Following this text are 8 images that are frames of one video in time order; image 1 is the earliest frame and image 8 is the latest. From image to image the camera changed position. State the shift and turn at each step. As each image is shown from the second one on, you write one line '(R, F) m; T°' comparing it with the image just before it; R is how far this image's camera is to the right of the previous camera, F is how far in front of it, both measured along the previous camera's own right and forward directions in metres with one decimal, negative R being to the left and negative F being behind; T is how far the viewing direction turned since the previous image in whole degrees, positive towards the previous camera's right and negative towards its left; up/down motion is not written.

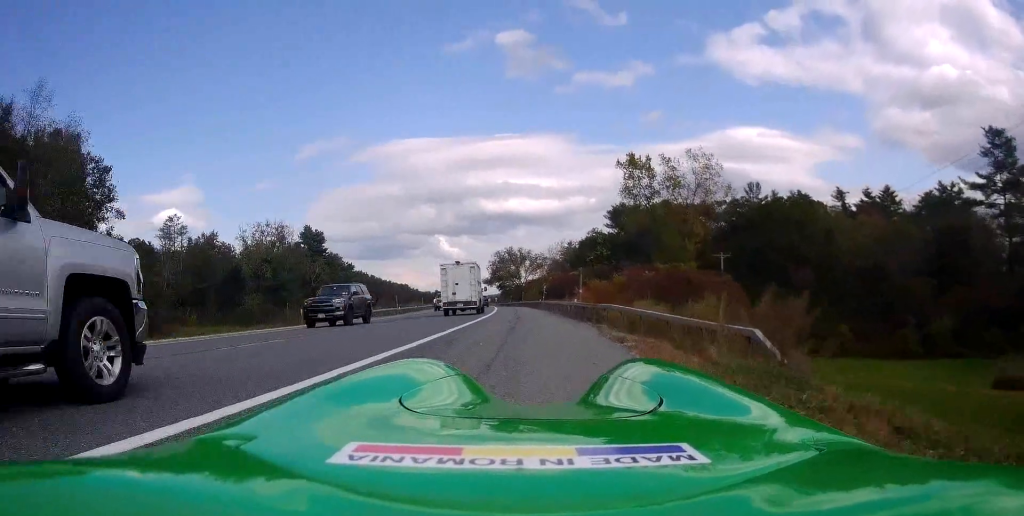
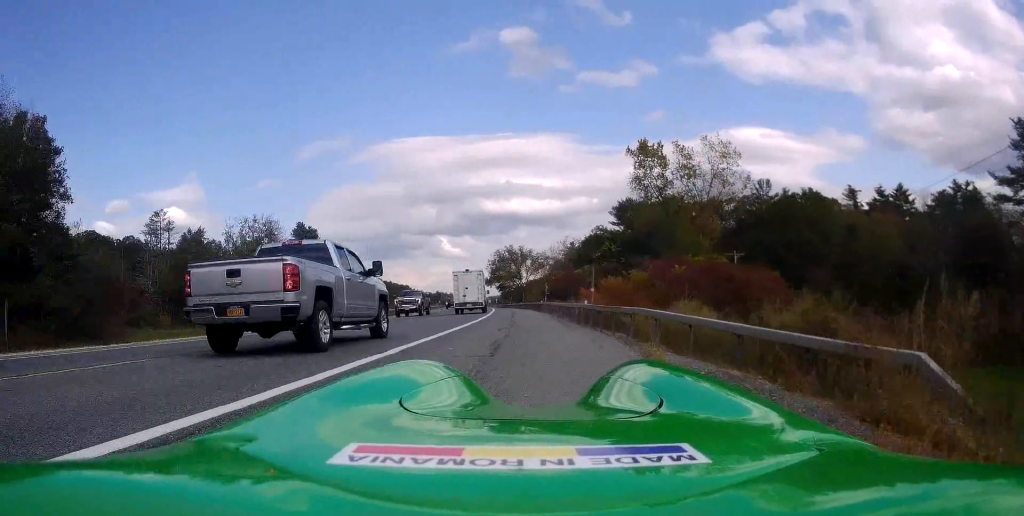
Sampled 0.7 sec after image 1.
(-0.4, +5.4) m; 0°
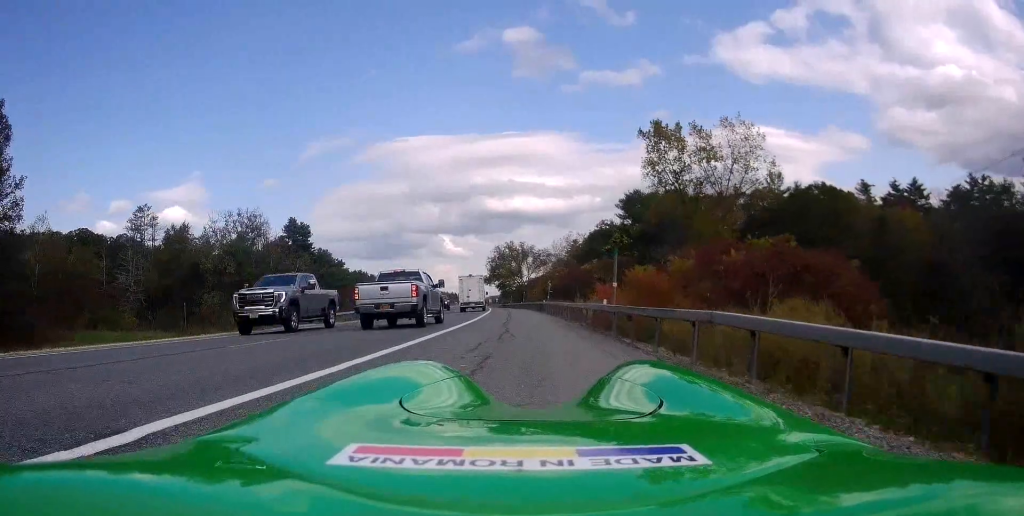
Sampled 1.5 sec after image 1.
(+0.2, +5.8) m; 0°
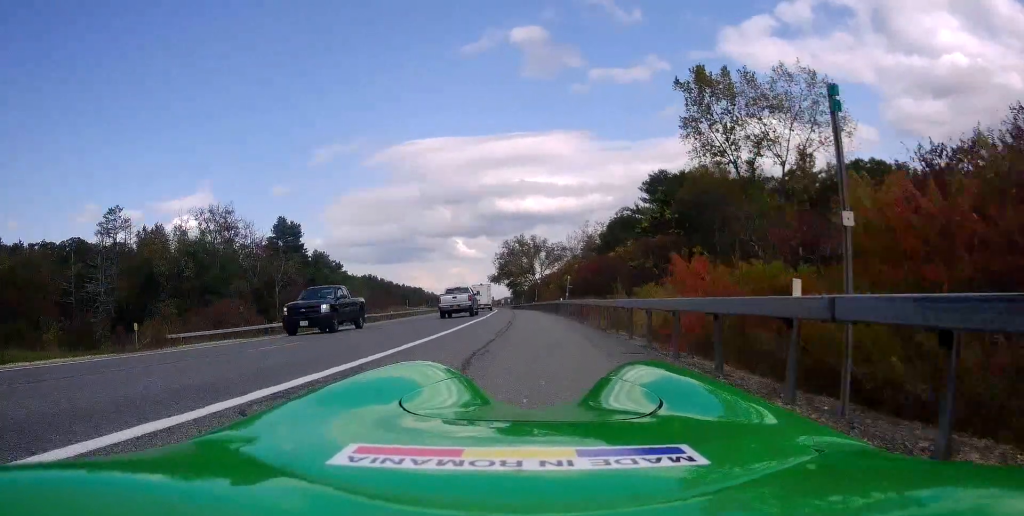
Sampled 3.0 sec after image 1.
(-0.4, +11.7) m; 0°
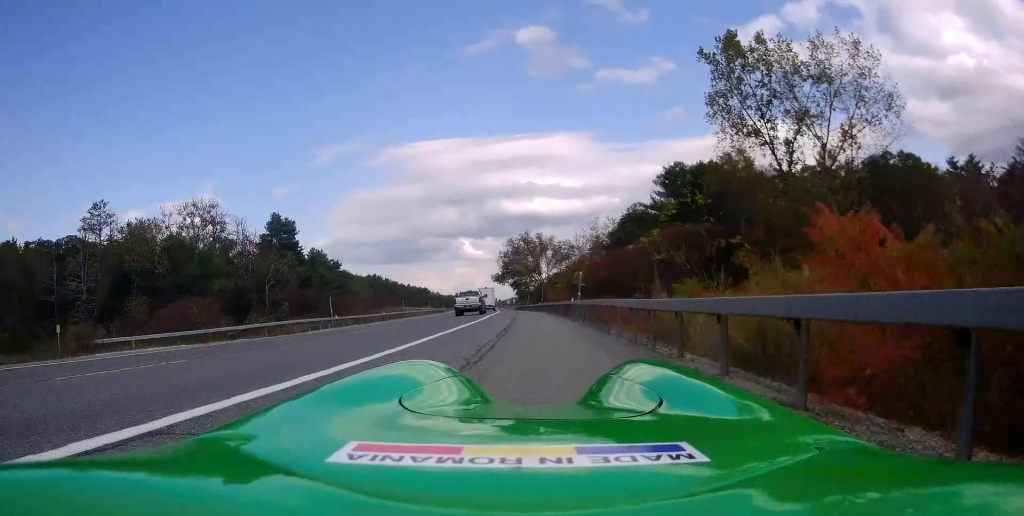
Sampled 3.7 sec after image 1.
(+0.5, +5.9) m; +2°
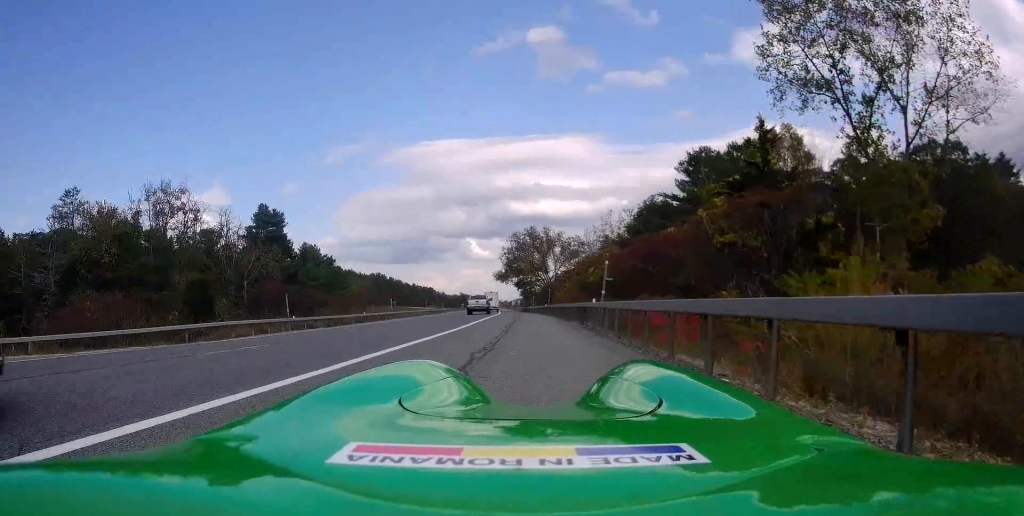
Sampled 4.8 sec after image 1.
(-0.1, +8.6) m; -3°
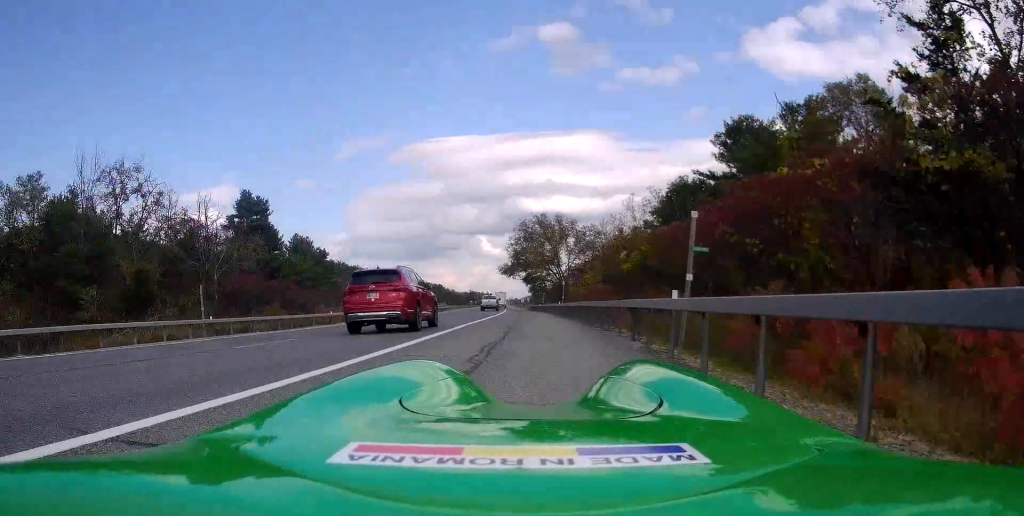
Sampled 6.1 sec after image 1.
(-0.4, +10.7) m; -1°
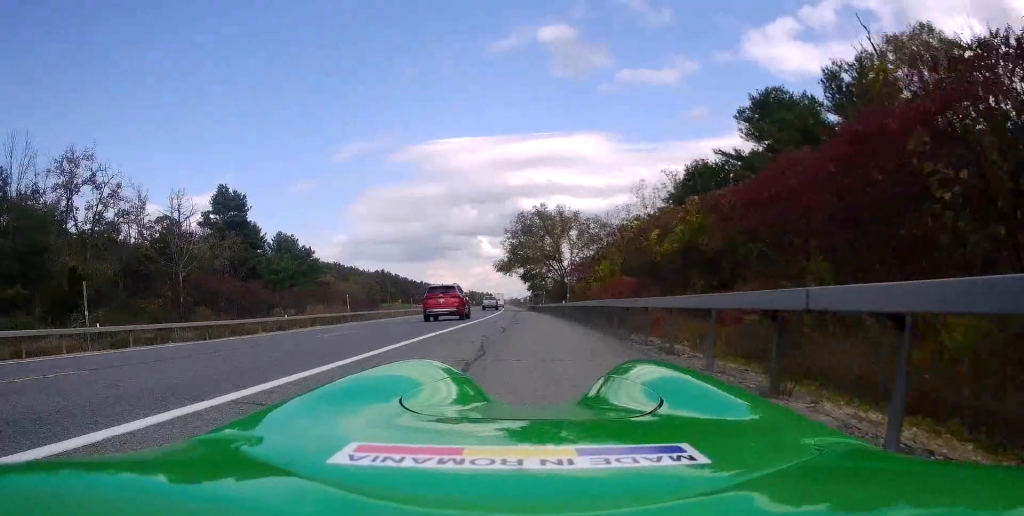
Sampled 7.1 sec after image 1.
(+0.2, +7.7) m; 0°
